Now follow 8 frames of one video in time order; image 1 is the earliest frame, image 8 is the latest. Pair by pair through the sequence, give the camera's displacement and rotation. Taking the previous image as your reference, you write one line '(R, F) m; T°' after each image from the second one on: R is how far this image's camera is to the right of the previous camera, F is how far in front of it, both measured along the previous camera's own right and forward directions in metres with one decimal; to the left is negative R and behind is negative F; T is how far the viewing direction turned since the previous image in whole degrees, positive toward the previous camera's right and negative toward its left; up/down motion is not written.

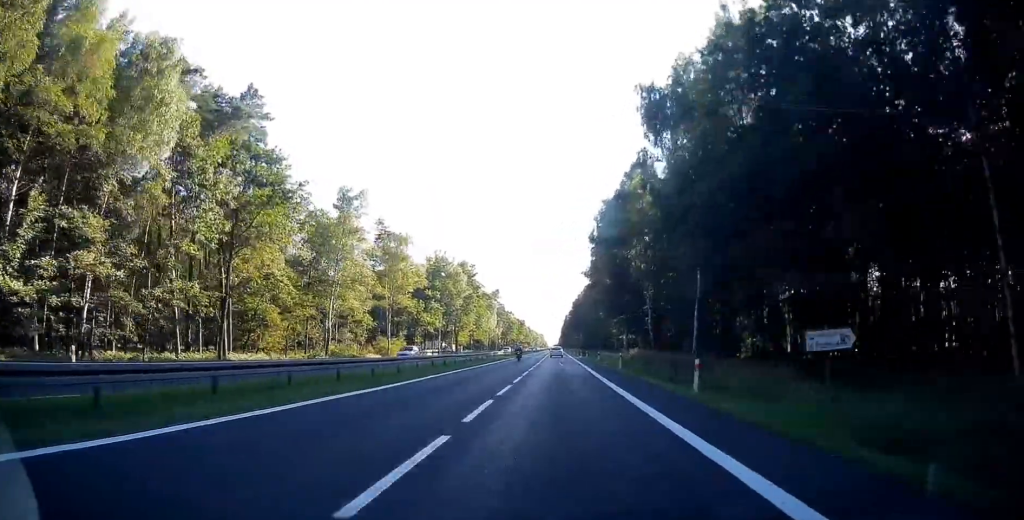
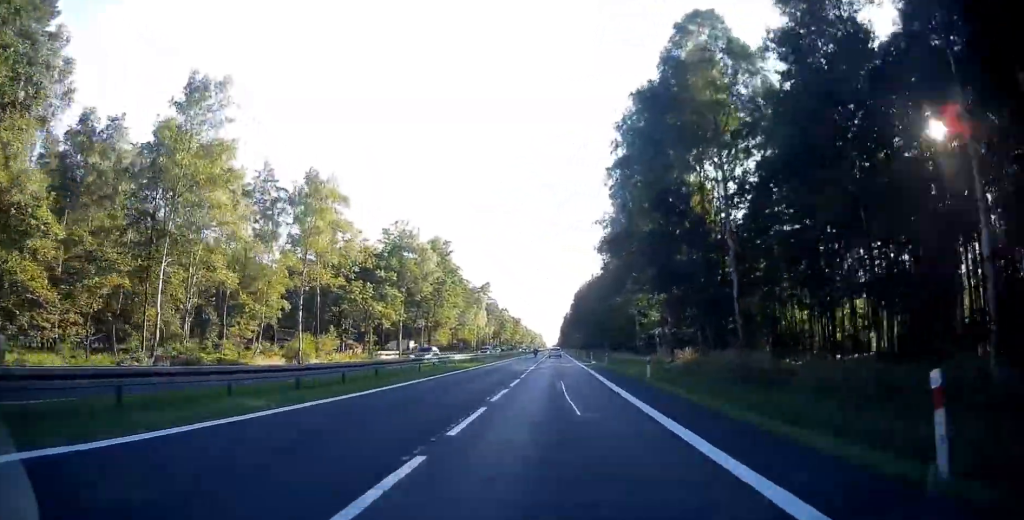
(+0.1, +31.8) m; -1°
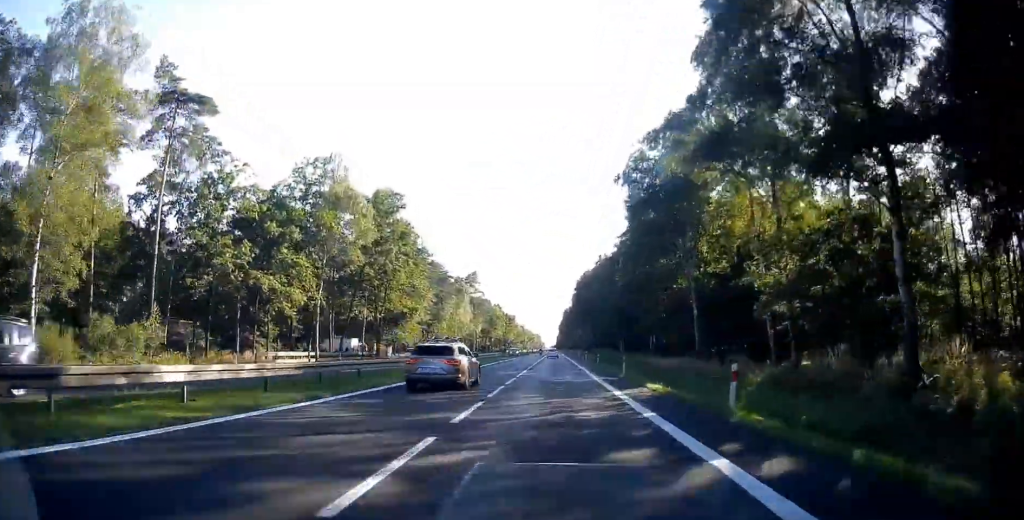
(+0.1, +34.3) m; +1°
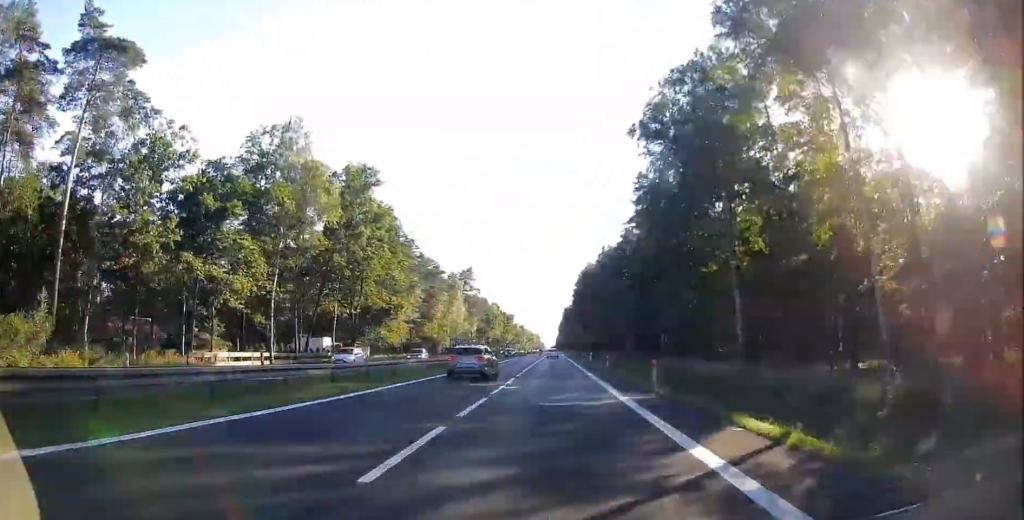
(+0.3, +10.9) m; 0°
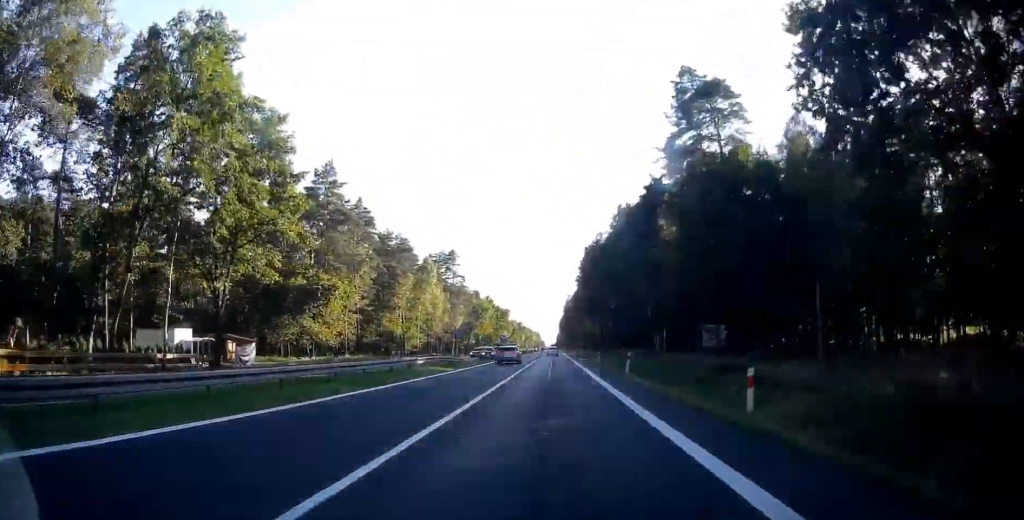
(-0.6, +32.5) m; -1°
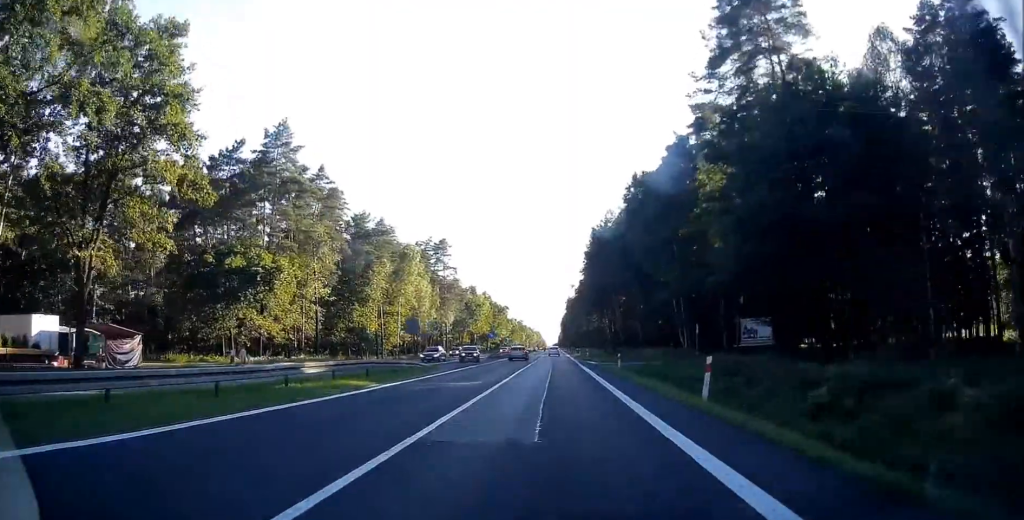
(-0.2, +15.8) m; +1°
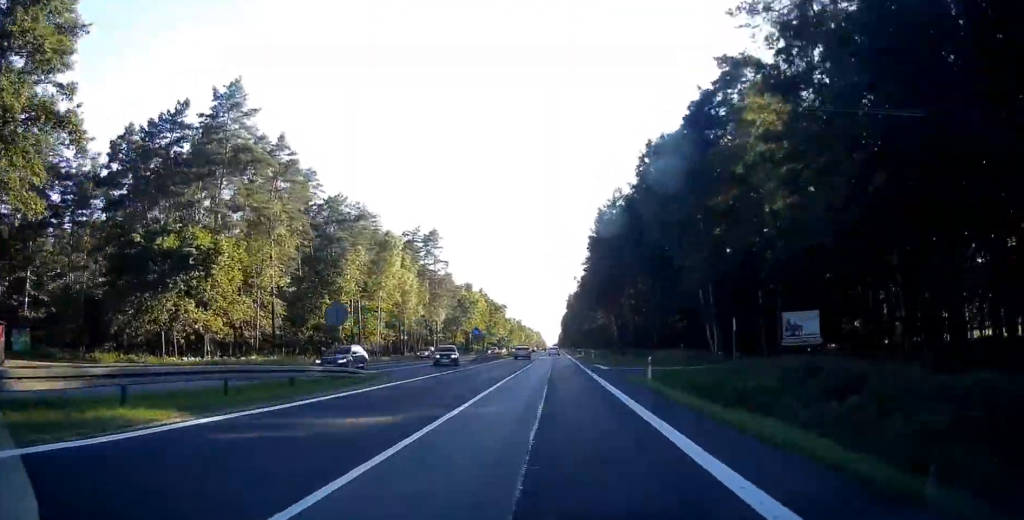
(+0.1, +11.6) m; 0°
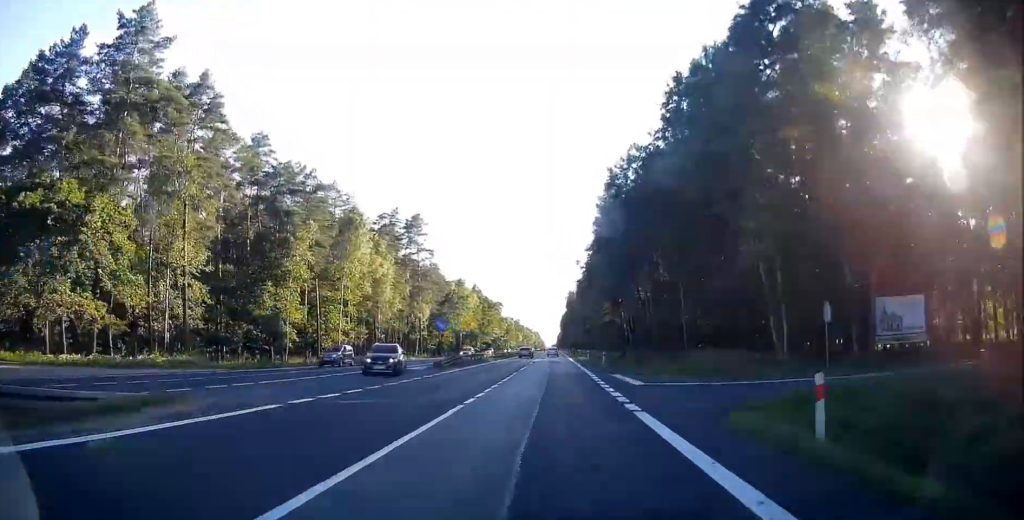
(+0.3, +15.7) m; +1°
